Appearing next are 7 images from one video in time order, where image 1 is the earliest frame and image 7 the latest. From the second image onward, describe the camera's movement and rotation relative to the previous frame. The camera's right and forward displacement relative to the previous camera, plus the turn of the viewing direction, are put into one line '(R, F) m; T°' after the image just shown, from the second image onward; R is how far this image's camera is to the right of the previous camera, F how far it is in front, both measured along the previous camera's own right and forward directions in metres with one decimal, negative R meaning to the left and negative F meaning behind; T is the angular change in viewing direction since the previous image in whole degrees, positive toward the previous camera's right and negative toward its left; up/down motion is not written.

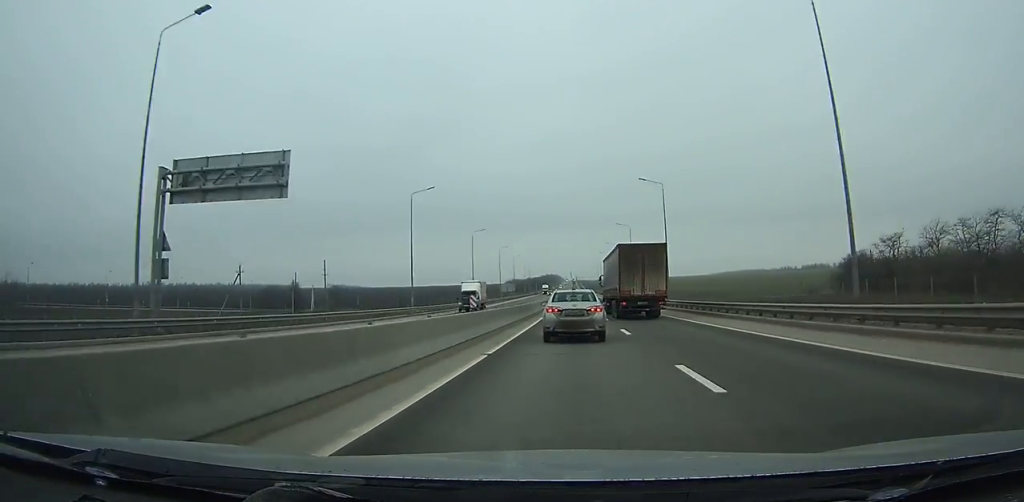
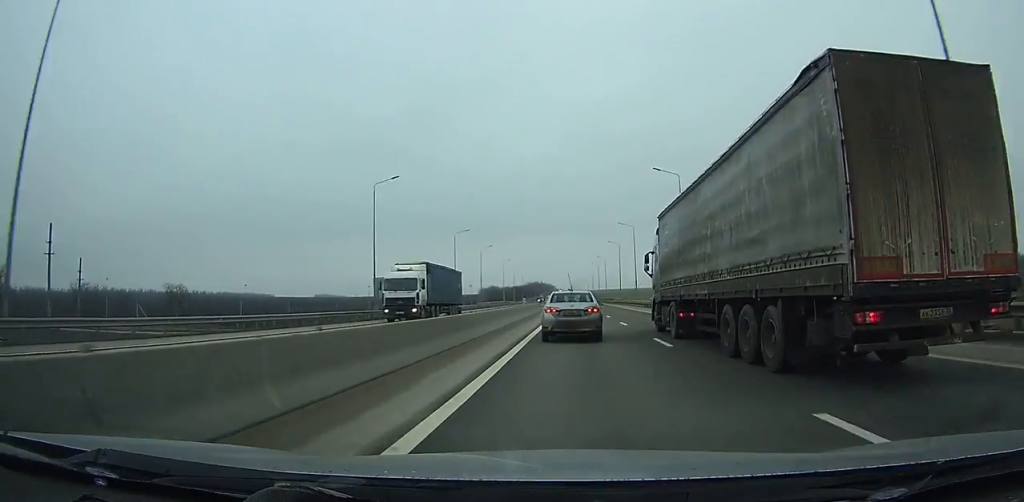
(0.0, +126.6) m; 0°
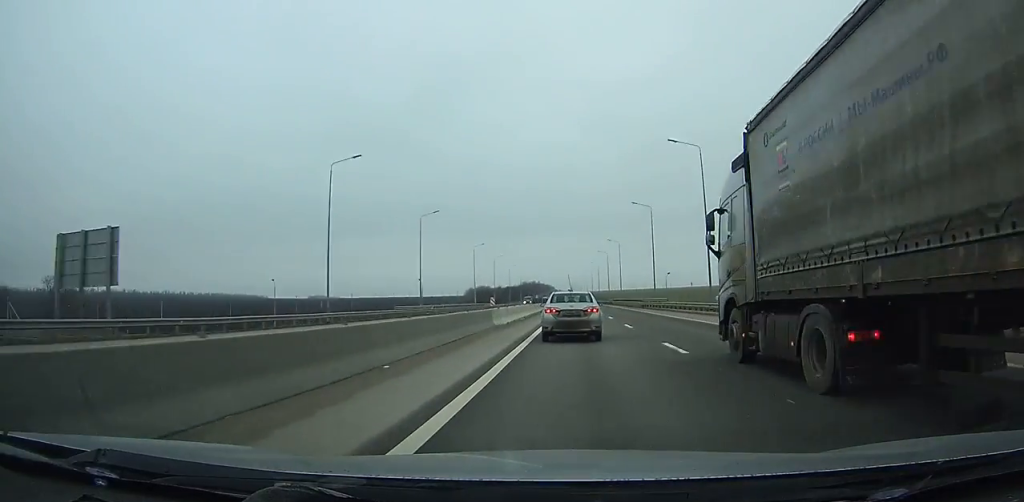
(+0.1, +49.9) m; 0°
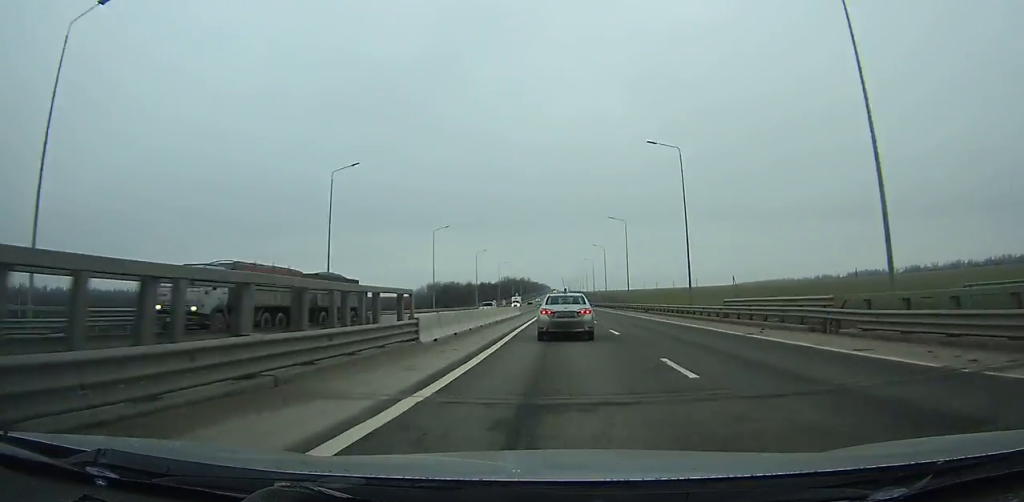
(0.0, +100.3) m; 0°
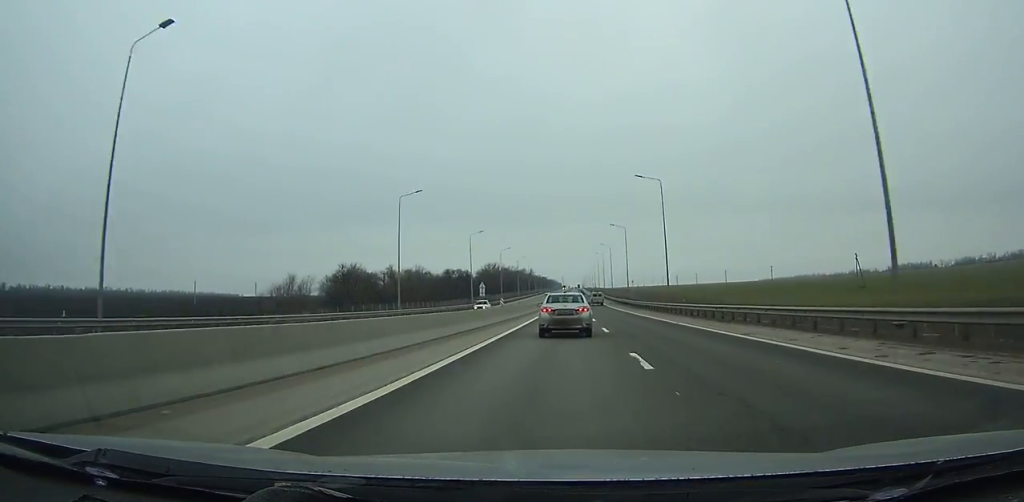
(-0.9, +106.9) m; -1°
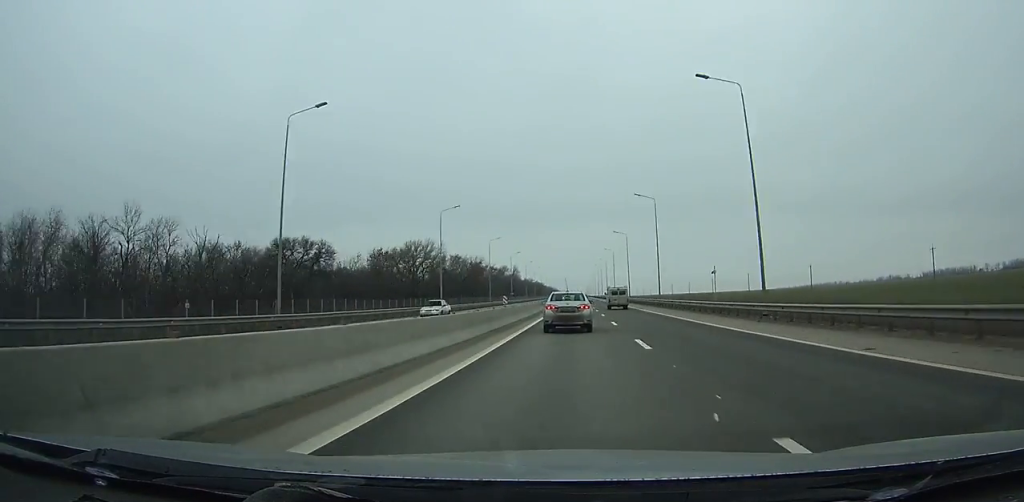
(-0.3, +107.0) m; 0°
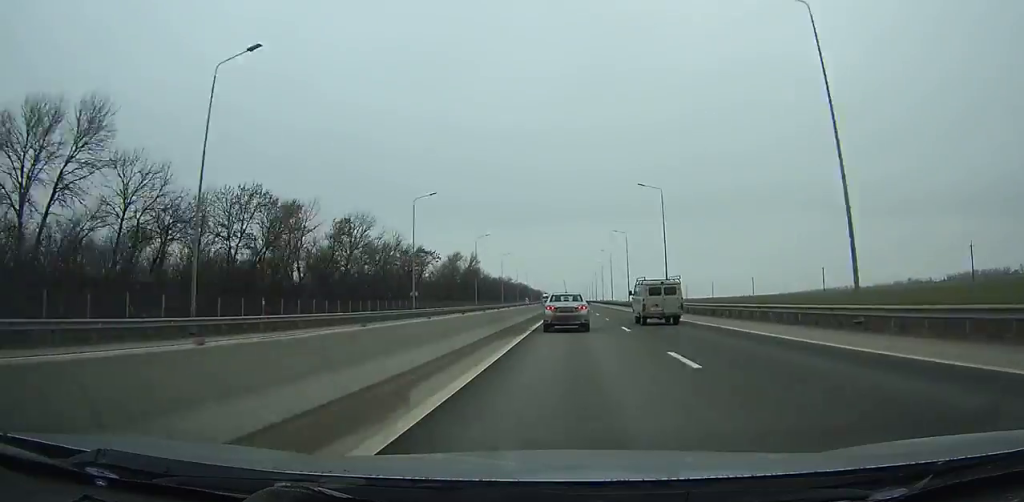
(+0.4, +87.7) m; 0°
